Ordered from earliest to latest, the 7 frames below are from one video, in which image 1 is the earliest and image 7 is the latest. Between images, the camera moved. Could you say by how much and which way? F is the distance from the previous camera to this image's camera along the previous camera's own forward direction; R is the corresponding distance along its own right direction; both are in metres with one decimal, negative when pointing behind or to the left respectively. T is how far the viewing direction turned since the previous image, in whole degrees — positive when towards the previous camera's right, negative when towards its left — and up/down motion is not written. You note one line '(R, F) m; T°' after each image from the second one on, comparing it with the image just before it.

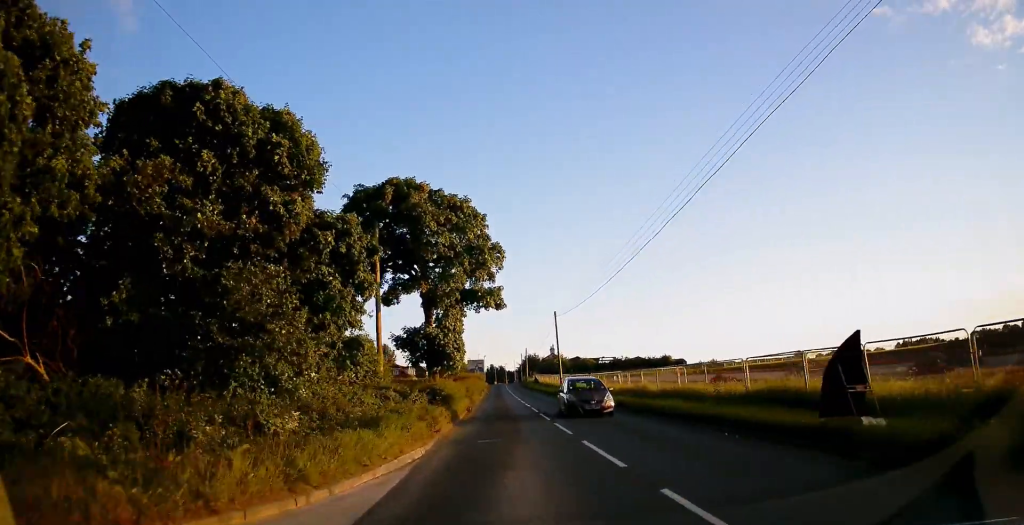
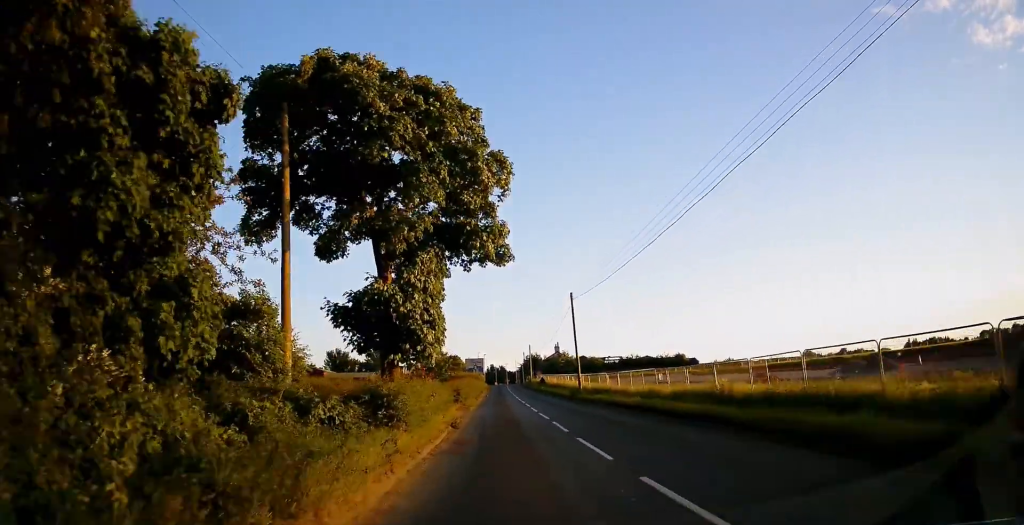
(0.0, +11.2) m; 0°
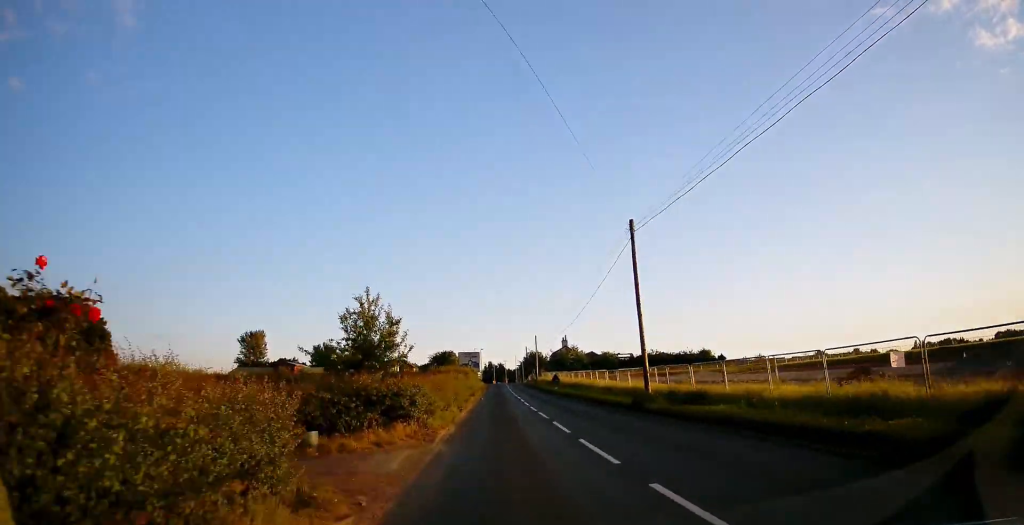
(+0.2, +18.5) m; +1°
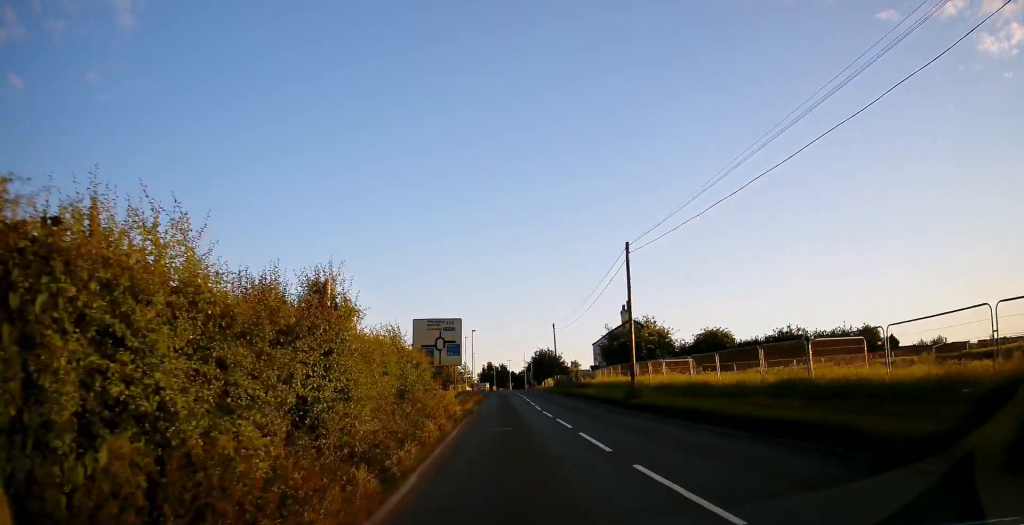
(-0.2, +57.1) m; -1°
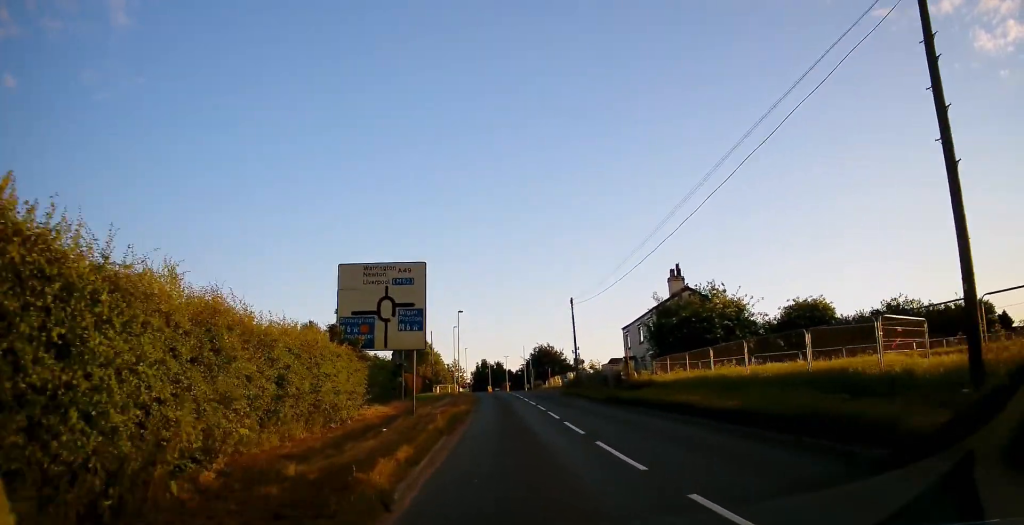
(-0.2, +20.1) m; 0°
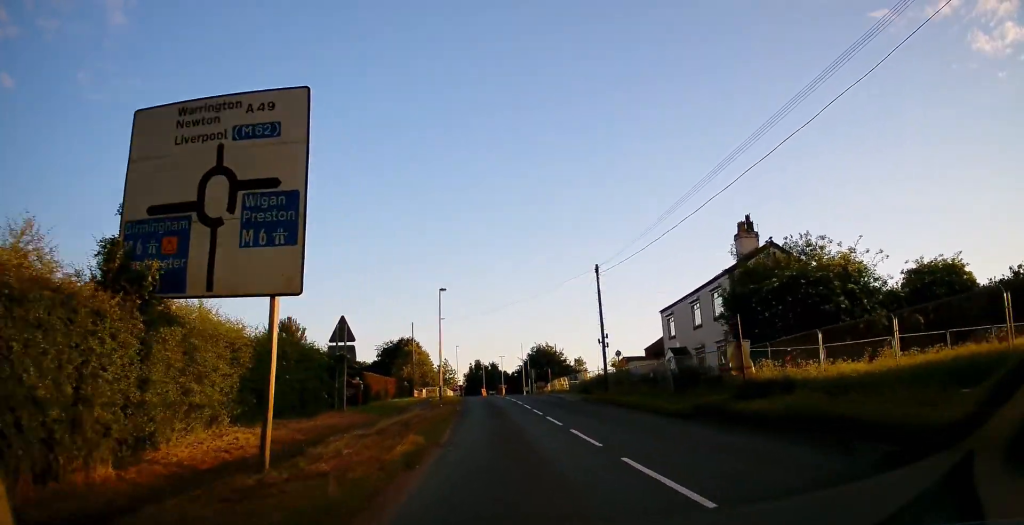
(+0.1, +14.0) m; +1°
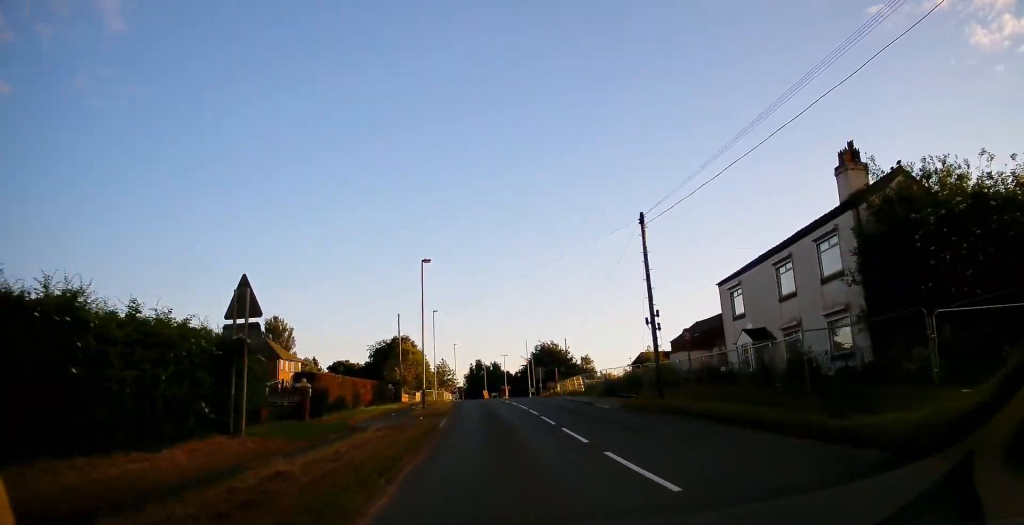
(+0.2, +10.7) m; 0°
